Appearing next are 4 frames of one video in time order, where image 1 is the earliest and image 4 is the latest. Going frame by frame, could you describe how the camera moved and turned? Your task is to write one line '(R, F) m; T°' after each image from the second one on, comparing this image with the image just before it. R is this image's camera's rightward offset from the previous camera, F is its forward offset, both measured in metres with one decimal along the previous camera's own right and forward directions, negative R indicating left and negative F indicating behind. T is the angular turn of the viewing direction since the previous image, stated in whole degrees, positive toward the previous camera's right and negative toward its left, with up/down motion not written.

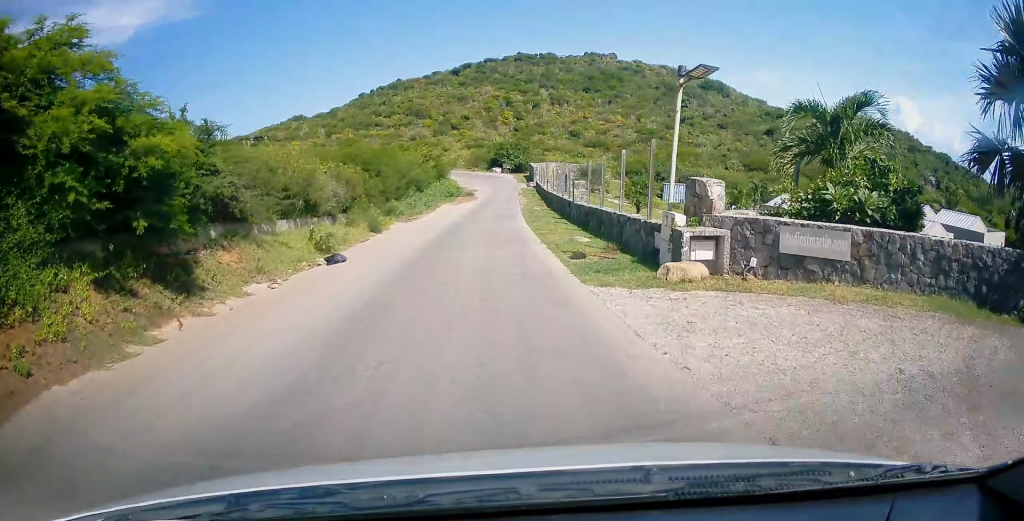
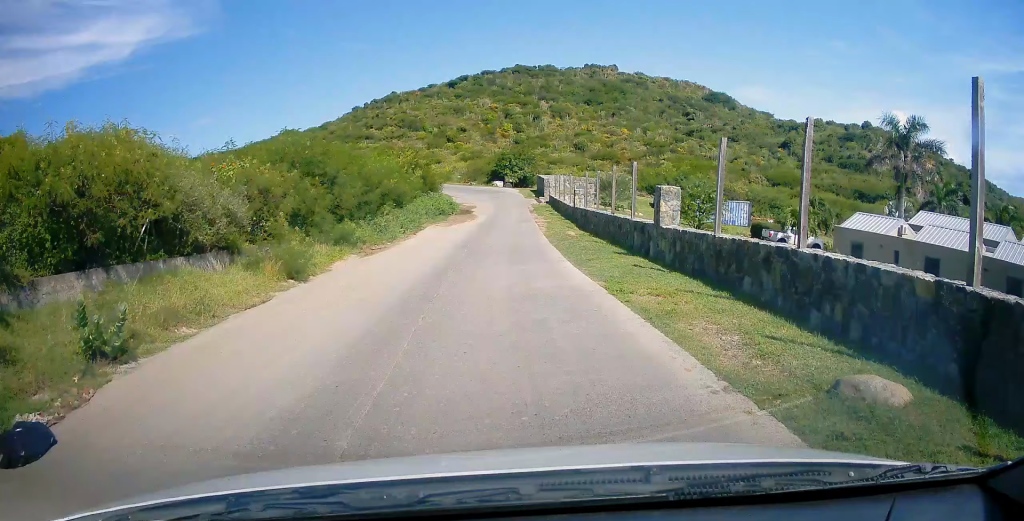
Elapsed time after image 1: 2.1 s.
(-0.4, +11.6) m; -2°
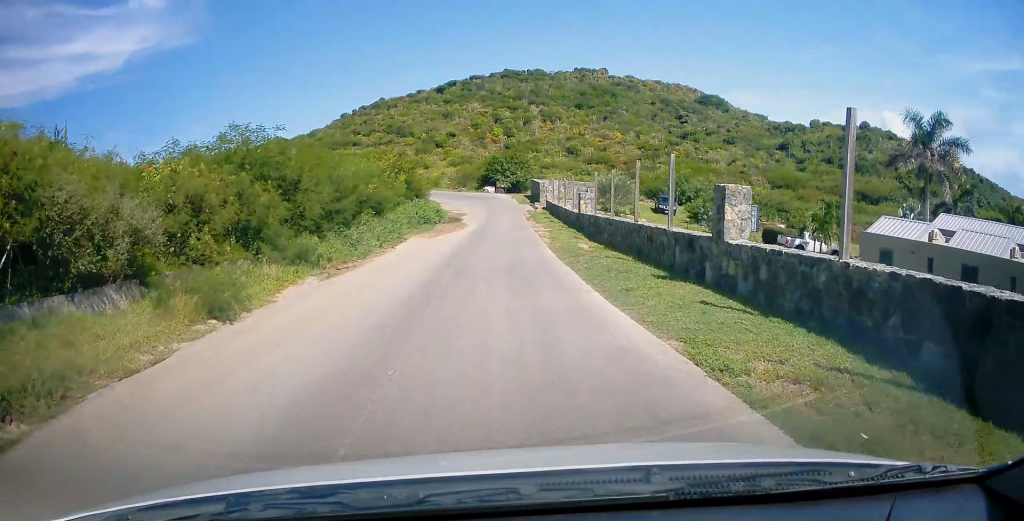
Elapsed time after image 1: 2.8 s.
(0.0, +4.0) m; +1°
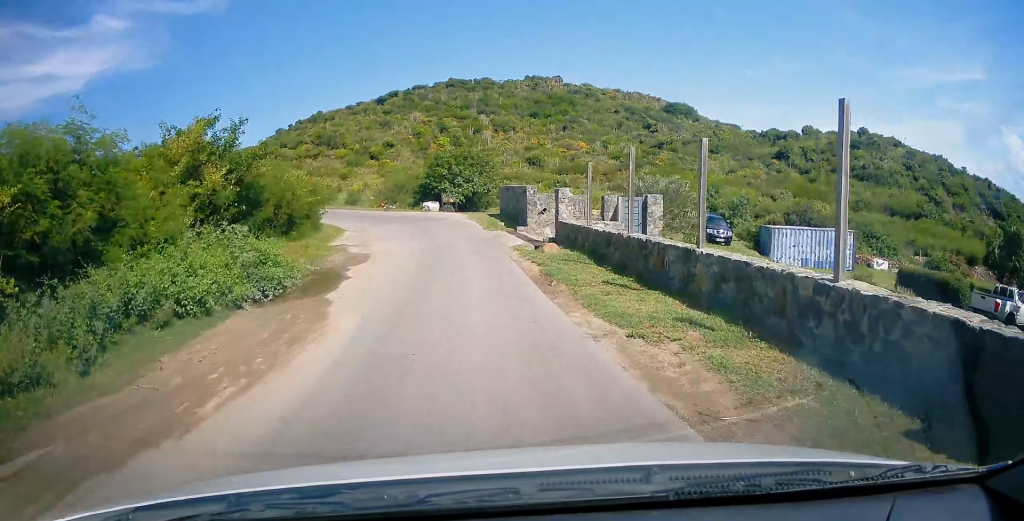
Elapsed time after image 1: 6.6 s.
(+2.4, +22.8) m; +8°
